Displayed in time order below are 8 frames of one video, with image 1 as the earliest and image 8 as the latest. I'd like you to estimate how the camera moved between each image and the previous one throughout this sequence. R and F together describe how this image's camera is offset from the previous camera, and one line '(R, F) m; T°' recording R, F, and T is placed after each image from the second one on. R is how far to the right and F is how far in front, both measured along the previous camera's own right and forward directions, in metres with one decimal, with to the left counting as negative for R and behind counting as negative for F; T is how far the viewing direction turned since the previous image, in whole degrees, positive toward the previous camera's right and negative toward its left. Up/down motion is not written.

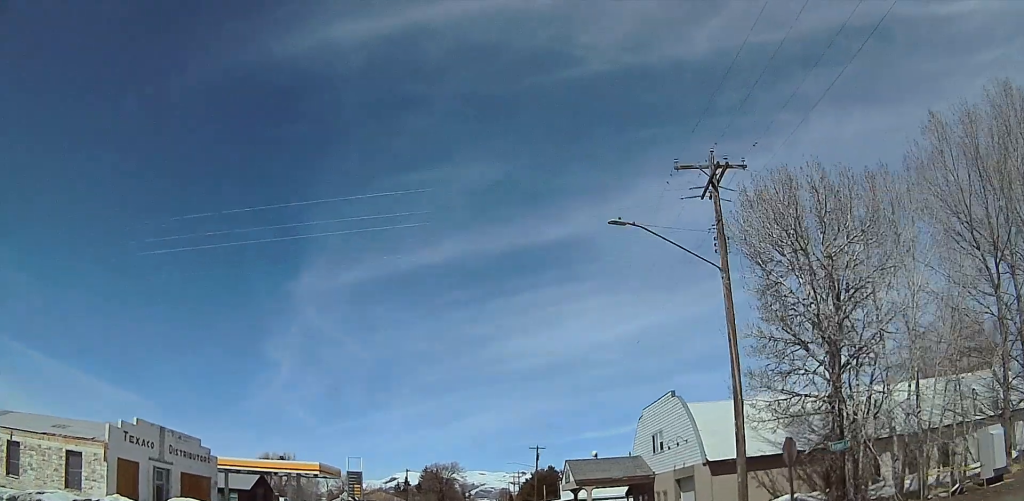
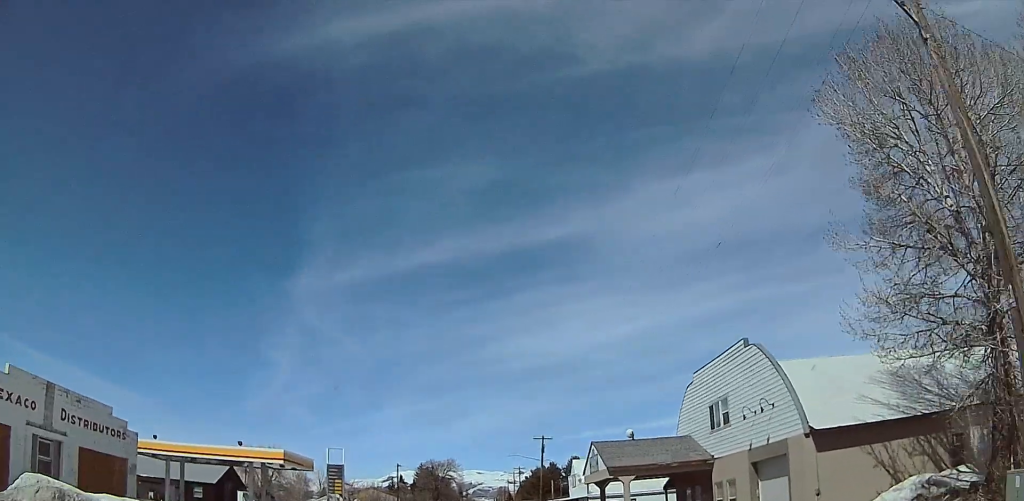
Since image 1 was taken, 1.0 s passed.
(0.0, +11.0) m; 0°
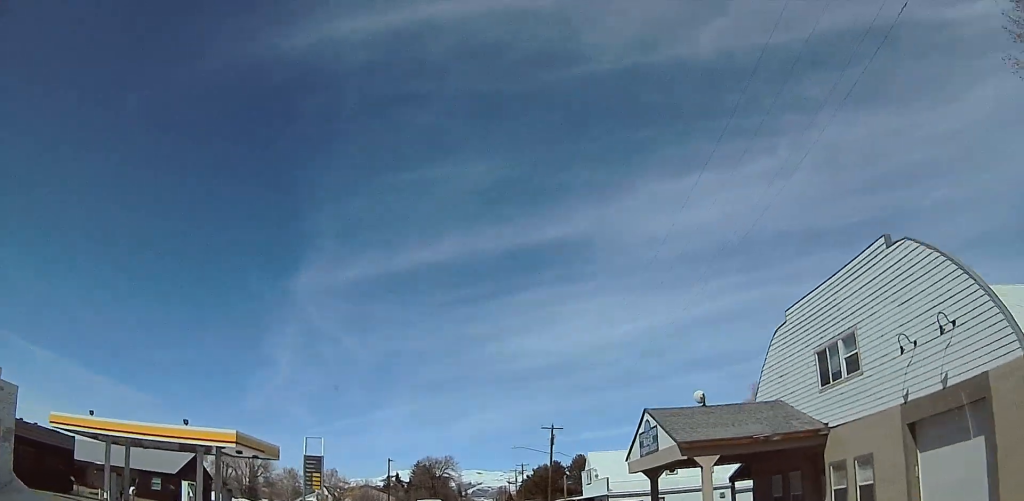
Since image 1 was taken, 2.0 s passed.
(0.0, +10.7) m; 0°
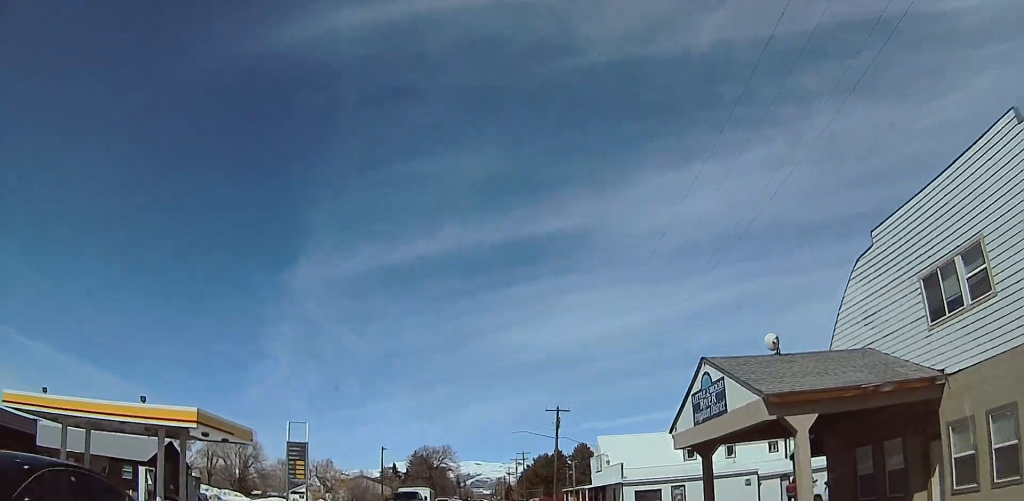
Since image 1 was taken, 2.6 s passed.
(0.0, +6.1) m; 0°
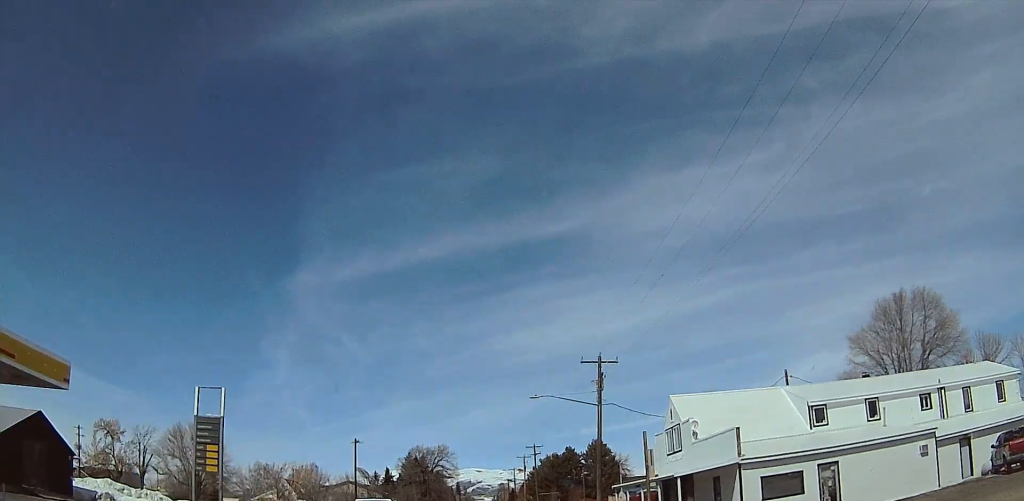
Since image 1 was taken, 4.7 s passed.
(0.0, +22.5) m; 0°
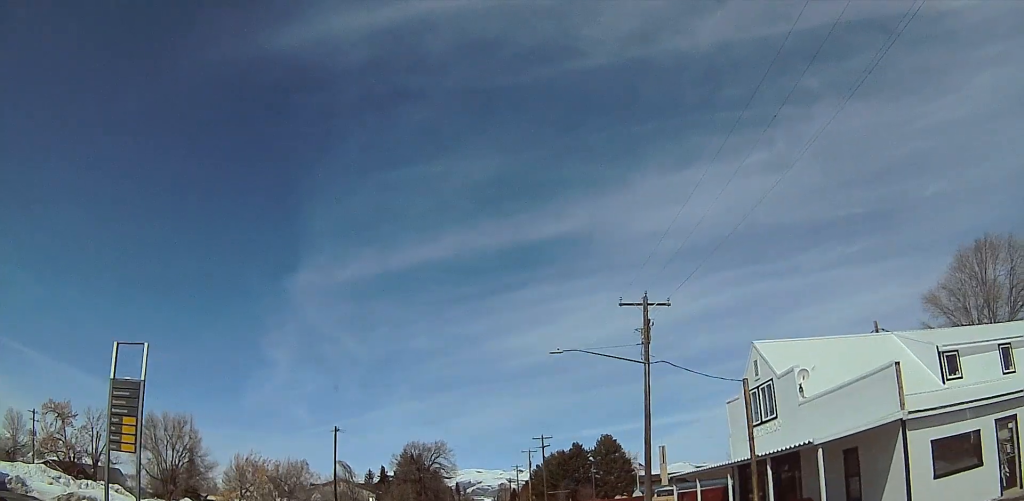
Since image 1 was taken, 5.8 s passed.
(0.0, +11.6) m; 0°
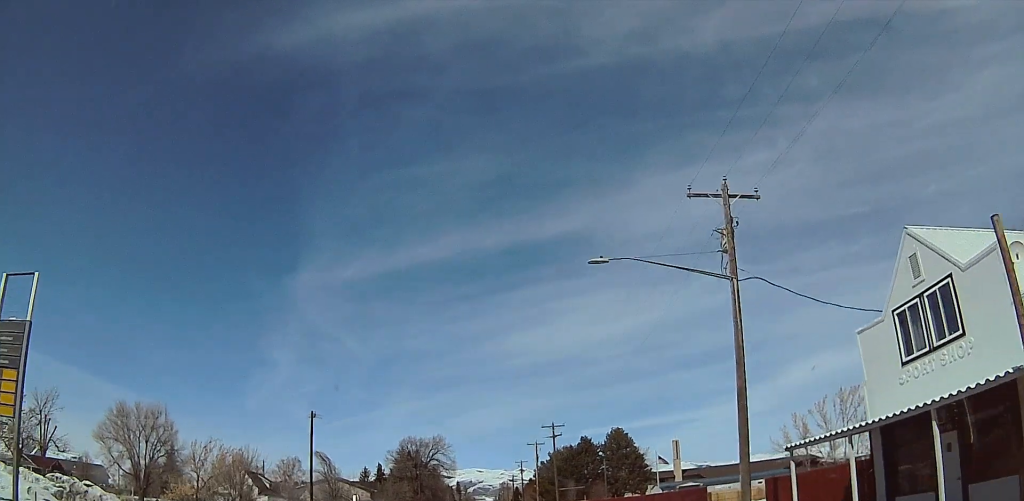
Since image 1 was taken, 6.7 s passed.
(0.0, +10.7) m; 0°
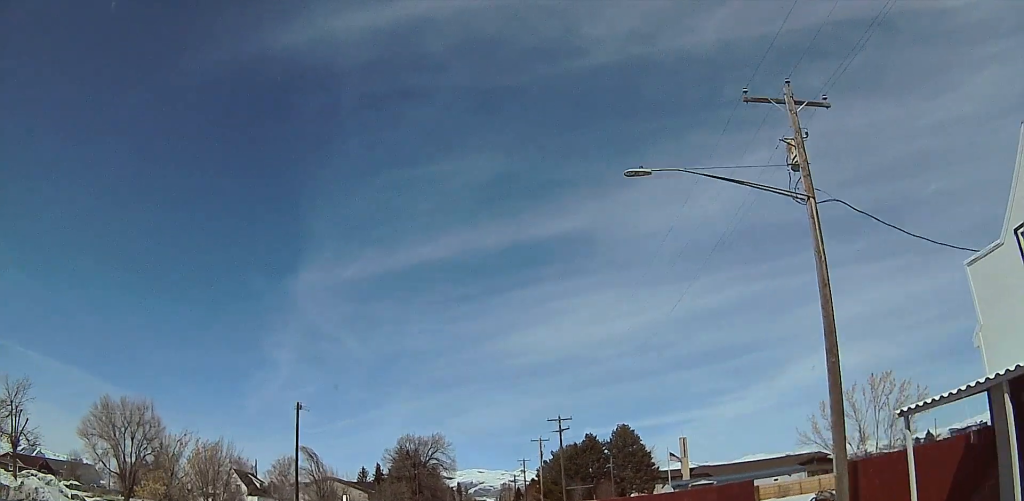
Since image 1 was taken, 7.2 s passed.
(0.0, +5.2) m; 0°
